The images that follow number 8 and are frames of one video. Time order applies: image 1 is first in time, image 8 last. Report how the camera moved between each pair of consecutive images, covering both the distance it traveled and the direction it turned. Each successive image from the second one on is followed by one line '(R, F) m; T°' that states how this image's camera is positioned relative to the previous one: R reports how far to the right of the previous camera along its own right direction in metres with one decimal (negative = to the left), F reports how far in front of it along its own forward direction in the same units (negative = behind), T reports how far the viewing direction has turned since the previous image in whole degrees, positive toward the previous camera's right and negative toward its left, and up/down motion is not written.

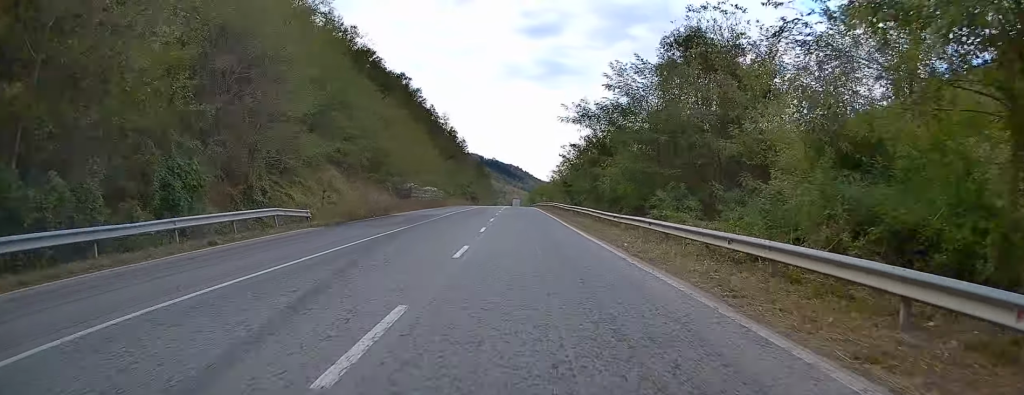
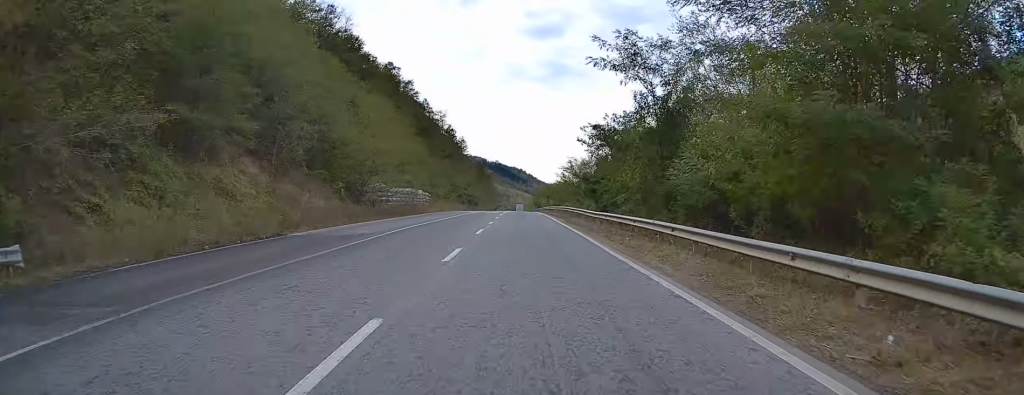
(-0.8, +18.9) m; -2°
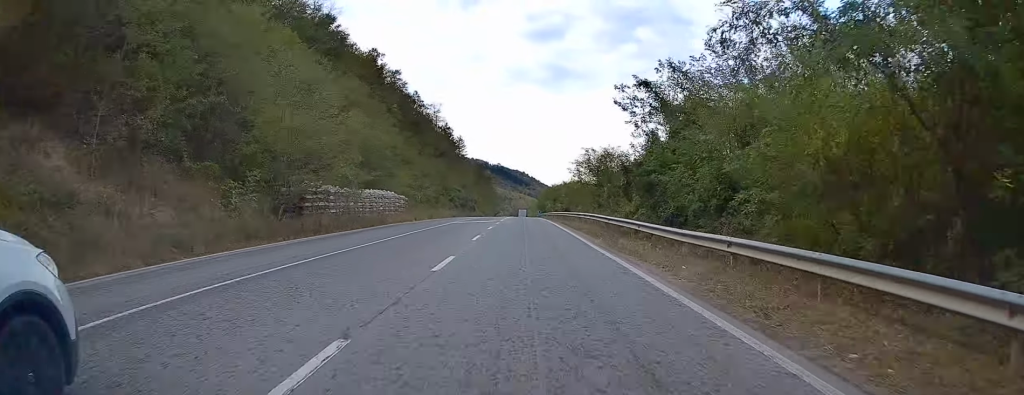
(-0.1, +19.0) m; 0°
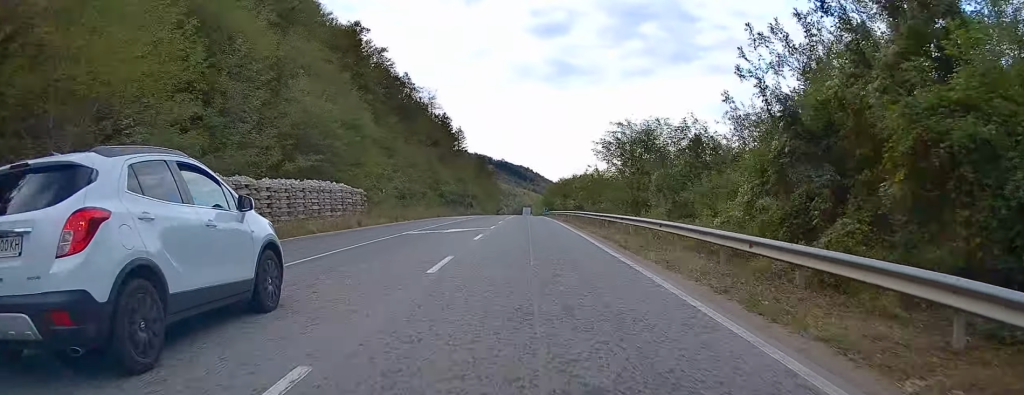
(0.0, +19.0) m; 0°
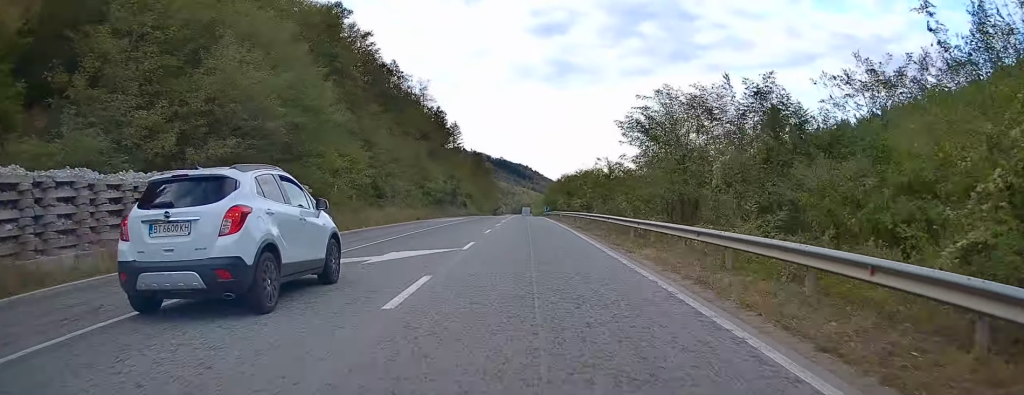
(-0.1, +12.4) m; 0°
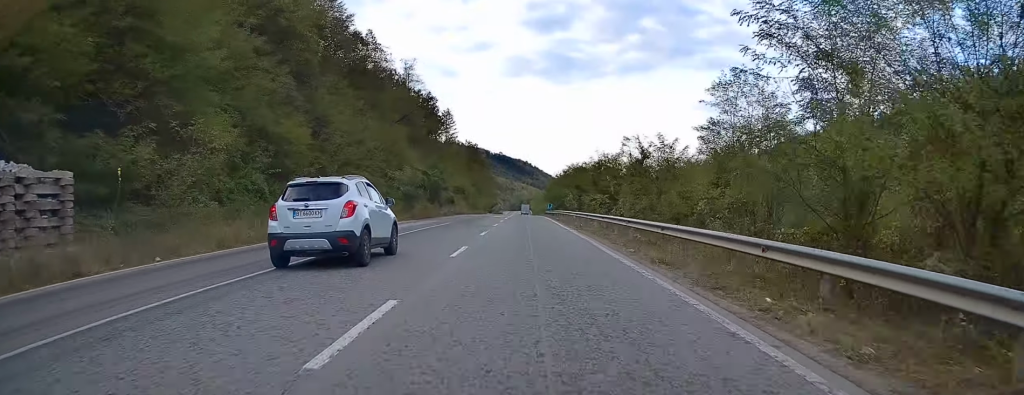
(0.0, +20.7) m; +1°
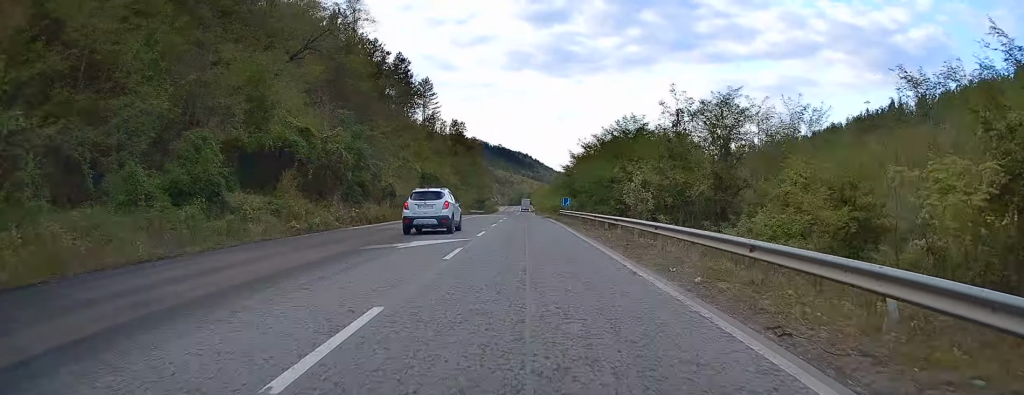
(+0.4, +46.1) m; 0°
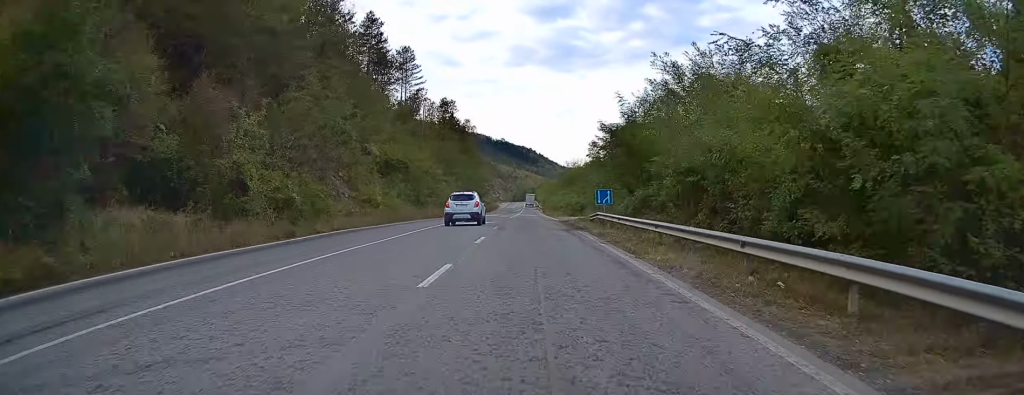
(-0.2, +31.1) m; 0°
